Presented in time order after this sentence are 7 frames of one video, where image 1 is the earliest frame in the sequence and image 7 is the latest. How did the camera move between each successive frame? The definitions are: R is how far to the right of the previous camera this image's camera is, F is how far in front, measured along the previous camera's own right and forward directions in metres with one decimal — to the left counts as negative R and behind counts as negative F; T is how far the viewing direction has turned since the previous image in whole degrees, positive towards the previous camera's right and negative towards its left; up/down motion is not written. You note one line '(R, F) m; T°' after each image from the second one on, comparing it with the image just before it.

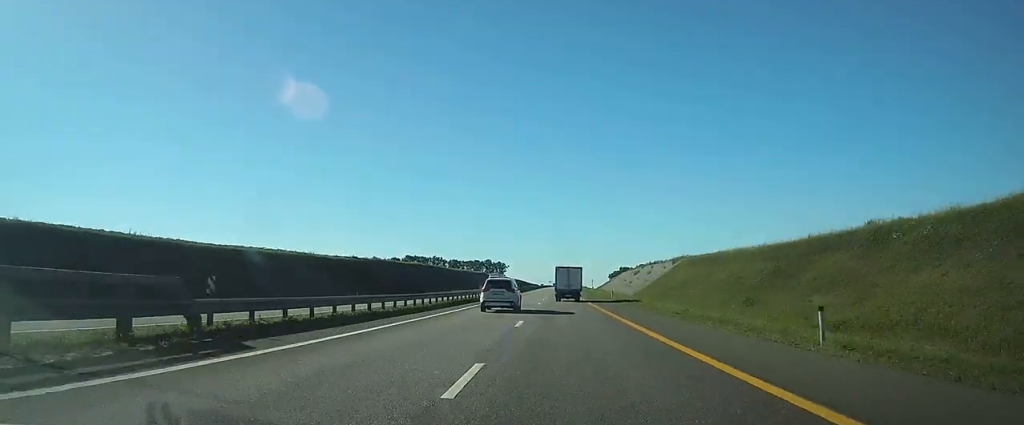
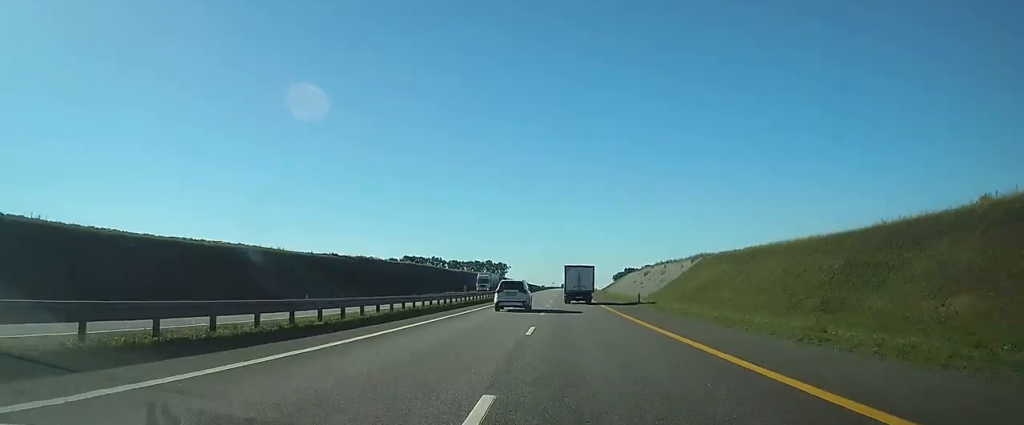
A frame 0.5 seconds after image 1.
(0.0, +14.5) m; 0°
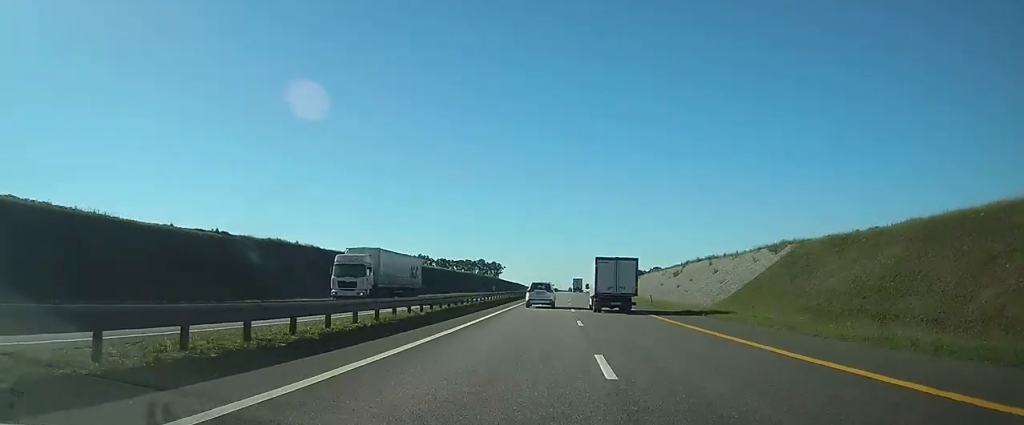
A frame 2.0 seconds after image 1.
(-0.4, +42.6) m; -1°
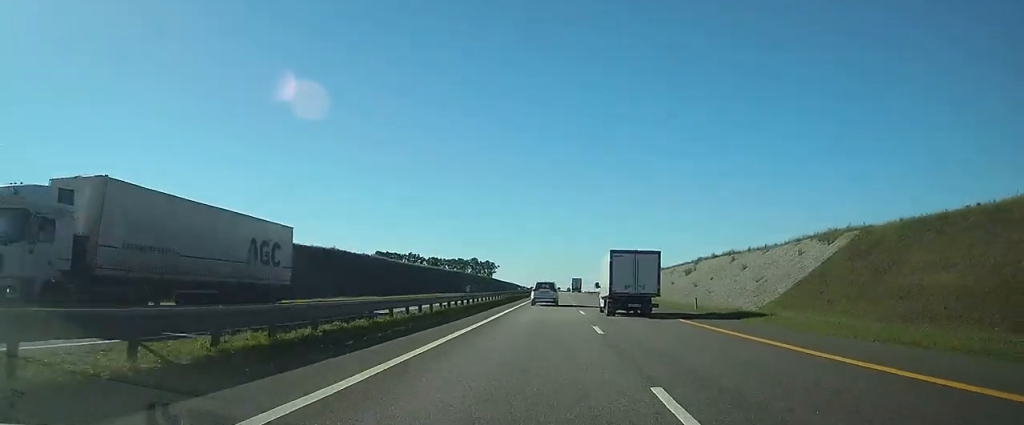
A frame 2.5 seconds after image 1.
(0.0, +15.5) m; 0°
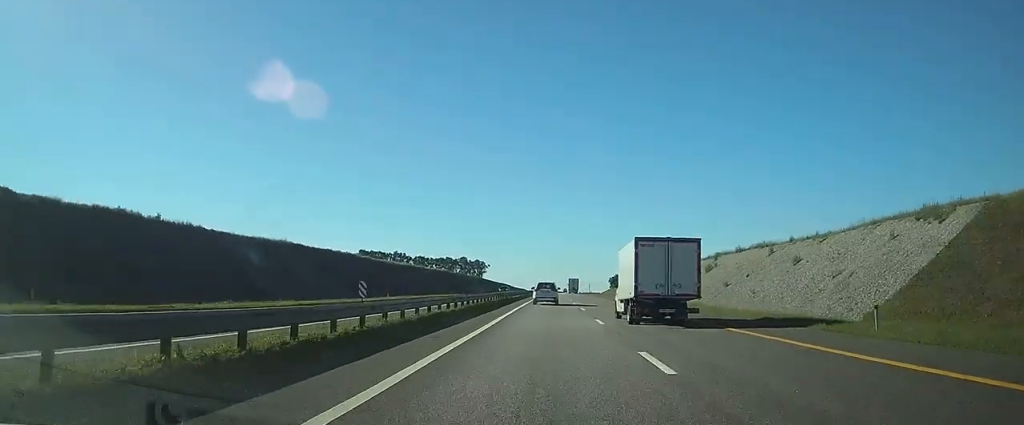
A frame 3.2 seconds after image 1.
(0.0, +19.4) m; 0°
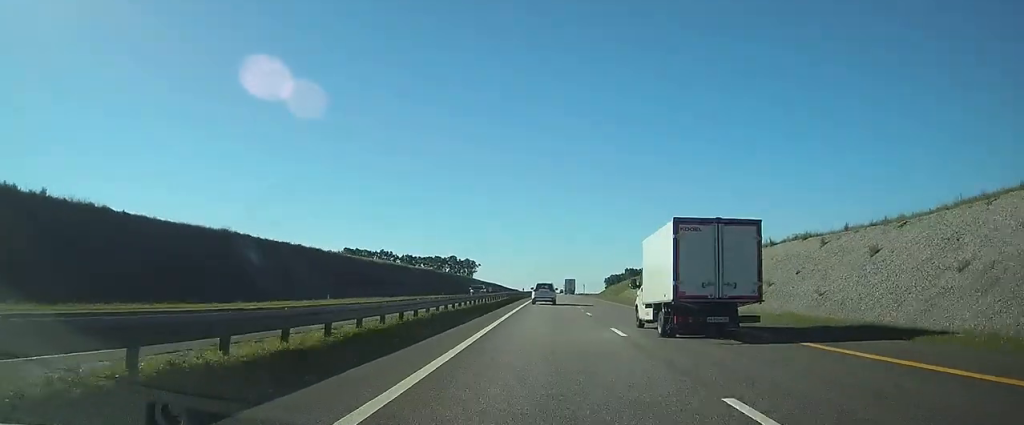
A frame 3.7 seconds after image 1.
(0.0, +16.6) m; +1°
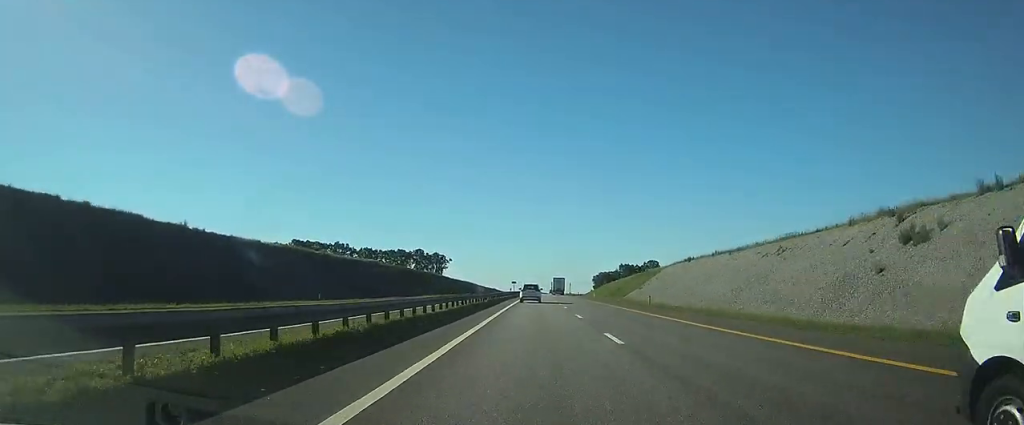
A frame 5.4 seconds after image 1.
(+1.2, +48.9) m; +3°
